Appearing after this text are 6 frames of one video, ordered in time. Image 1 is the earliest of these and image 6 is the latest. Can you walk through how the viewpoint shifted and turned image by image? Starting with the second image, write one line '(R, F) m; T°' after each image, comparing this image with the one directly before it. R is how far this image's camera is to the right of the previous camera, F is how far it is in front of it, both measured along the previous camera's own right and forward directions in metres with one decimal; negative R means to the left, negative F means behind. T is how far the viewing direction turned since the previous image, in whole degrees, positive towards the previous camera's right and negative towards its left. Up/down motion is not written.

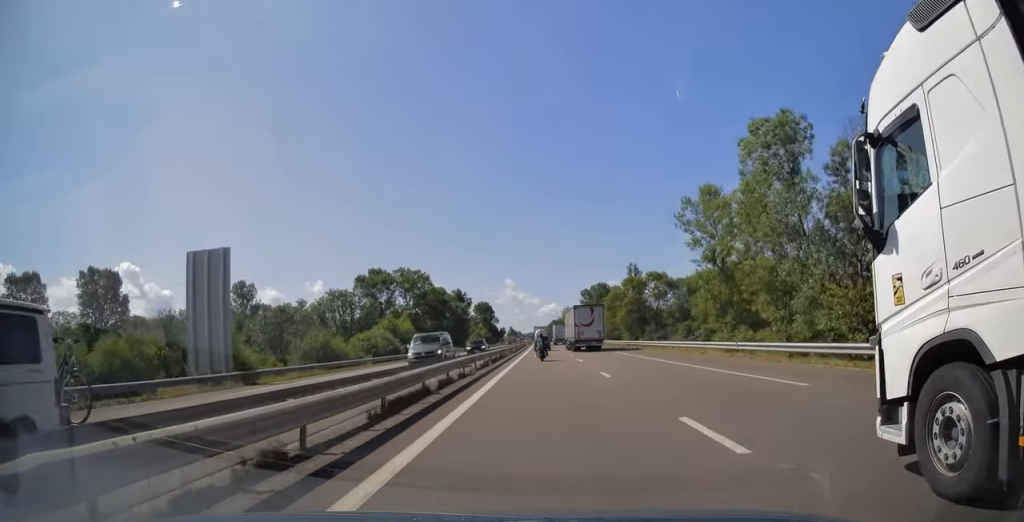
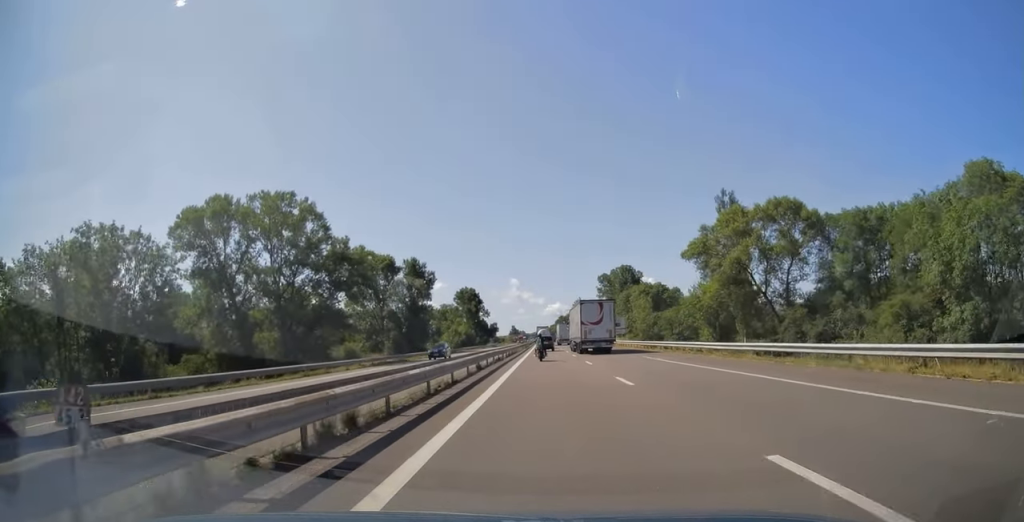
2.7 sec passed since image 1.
(-0.6, +67.9) m; -1°
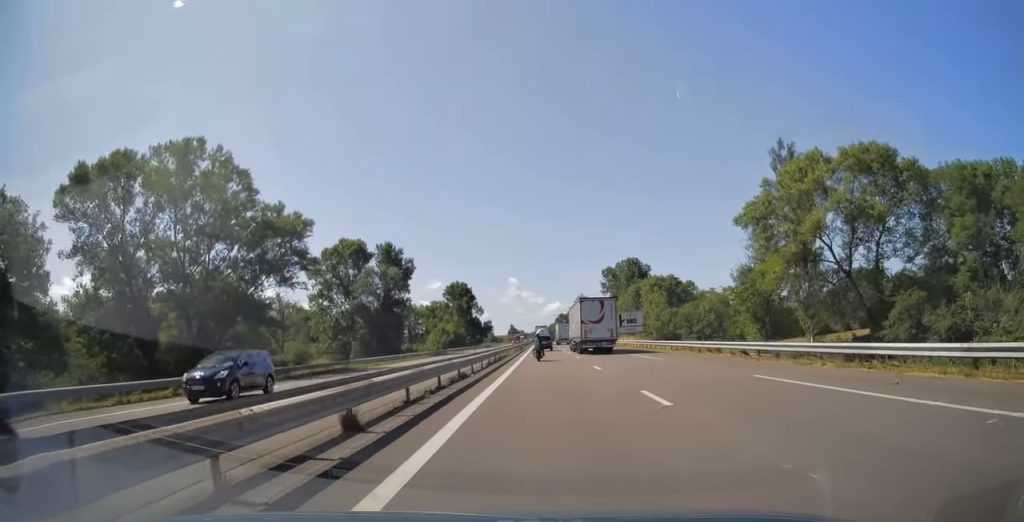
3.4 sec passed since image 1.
(+0.1, +18.1) m; 0°
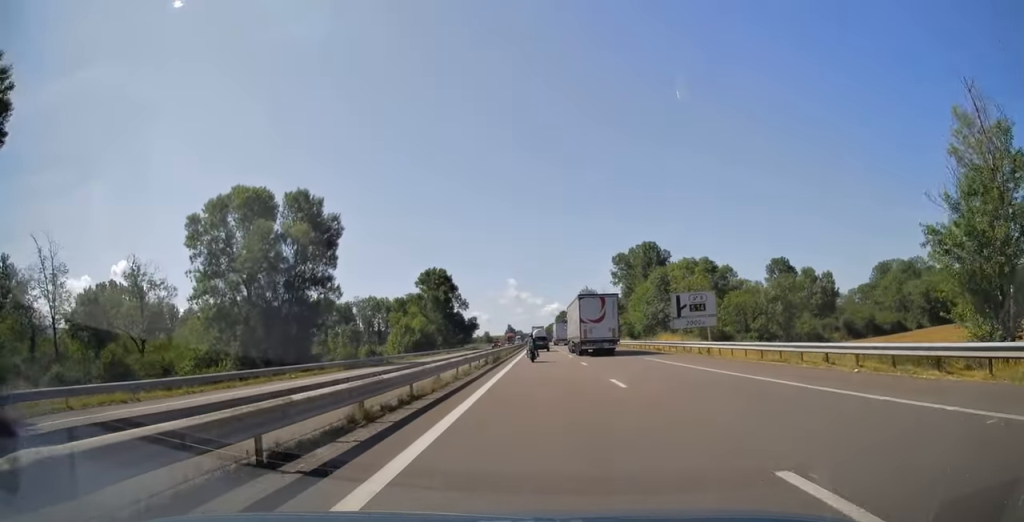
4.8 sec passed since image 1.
(+0.1, +34.7) m; 0°
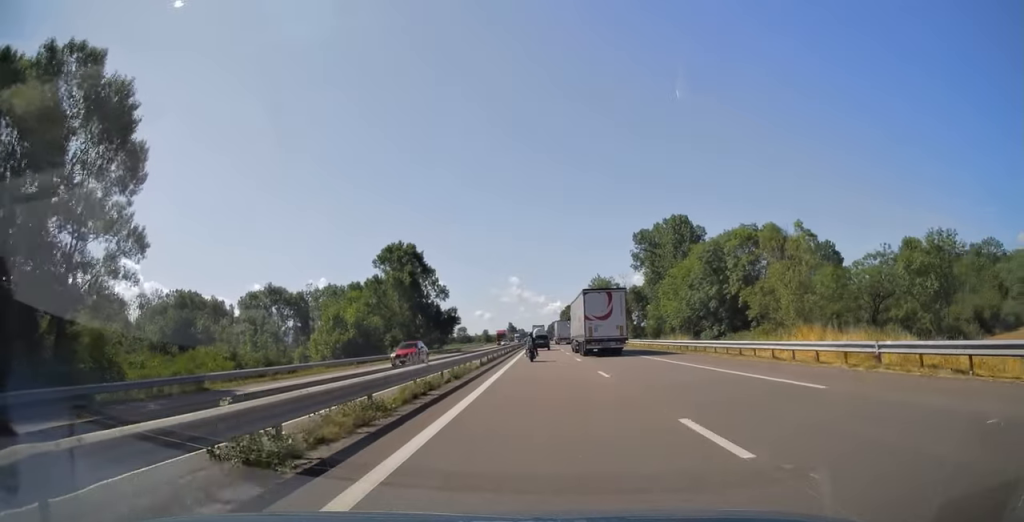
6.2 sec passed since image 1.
(-0.1, +35.3) m; 0°
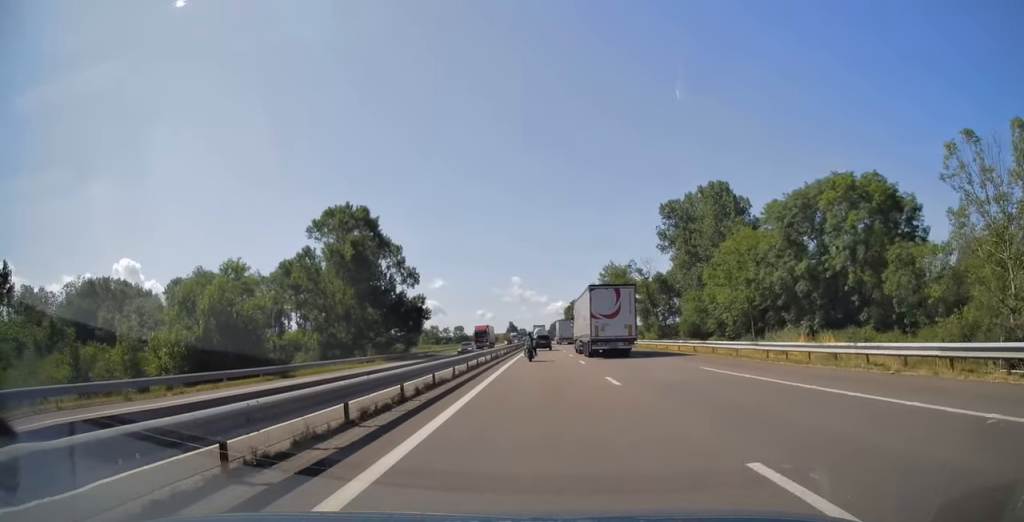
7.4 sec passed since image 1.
(-0.1, +29.5) m; 0°
